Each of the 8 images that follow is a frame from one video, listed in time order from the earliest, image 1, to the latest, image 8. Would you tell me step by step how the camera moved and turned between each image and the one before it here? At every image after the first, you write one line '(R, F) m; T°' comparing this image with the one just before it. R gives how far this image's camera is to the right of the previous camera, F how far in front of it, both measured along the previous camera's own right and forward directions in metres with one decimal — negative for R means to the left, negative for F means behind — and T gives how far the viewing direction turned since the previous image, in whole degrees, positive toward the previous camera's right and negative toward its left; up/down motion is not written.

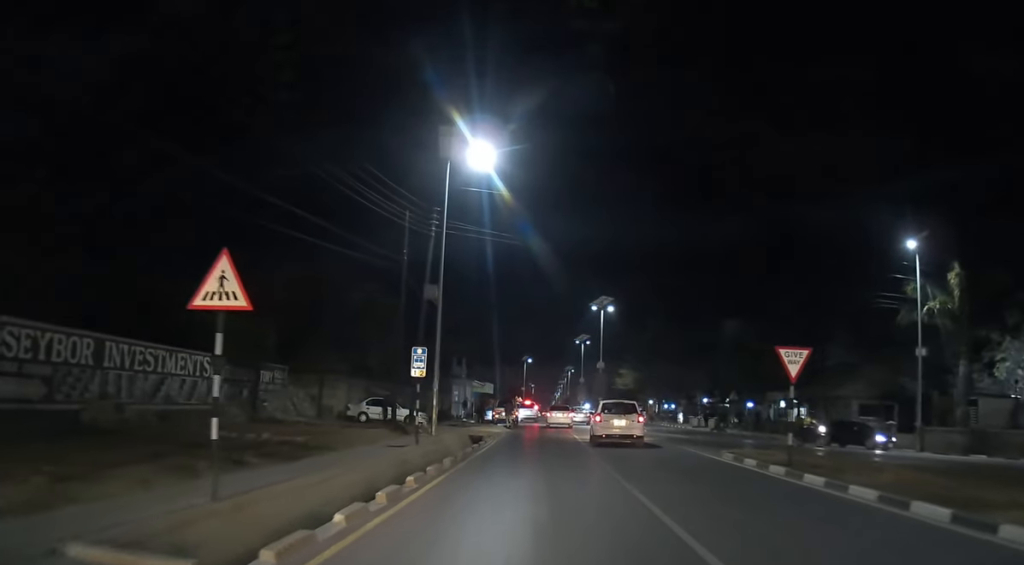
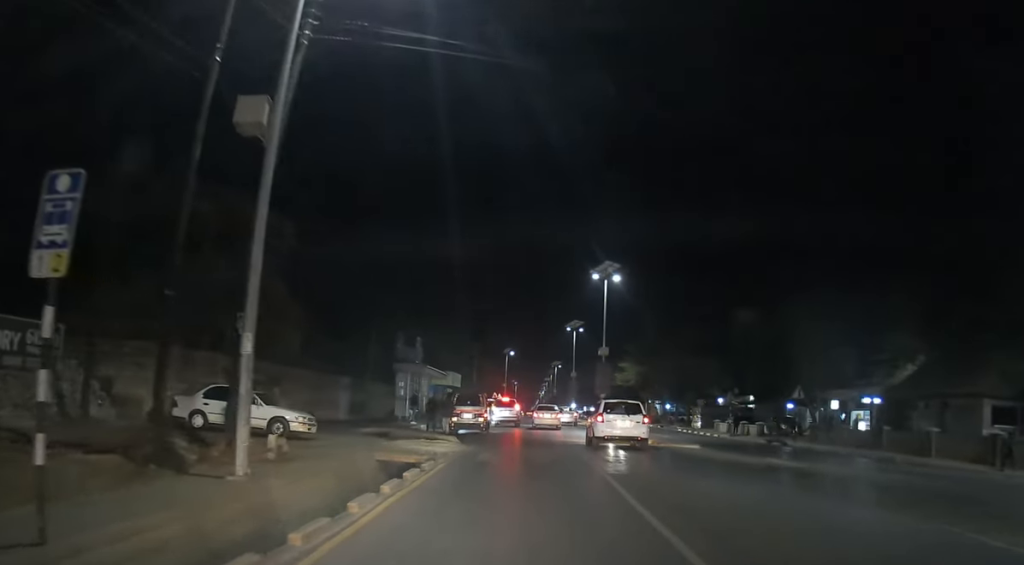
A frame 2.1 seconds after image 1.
(+0.5, +17.4) m; +1°
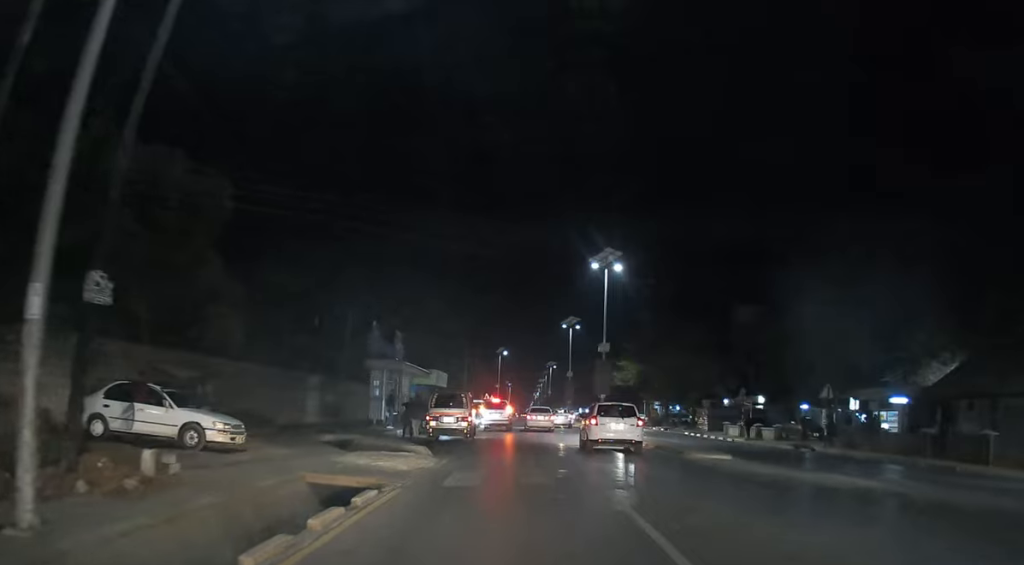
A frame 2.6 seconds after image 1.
(-0.1, +4.8) m; 0°
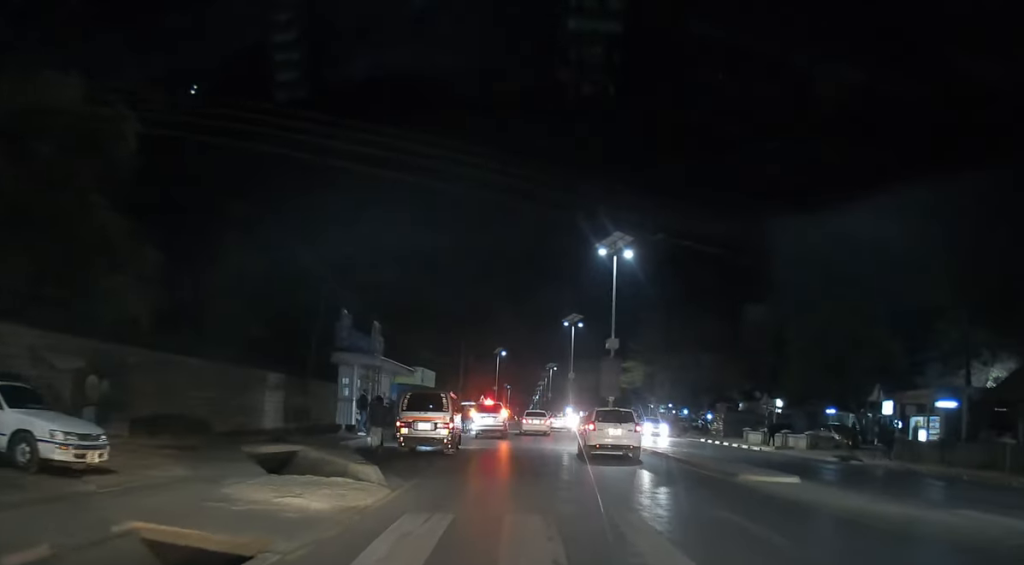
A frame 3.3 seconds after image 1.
(0.0, +5.5) m; +2°
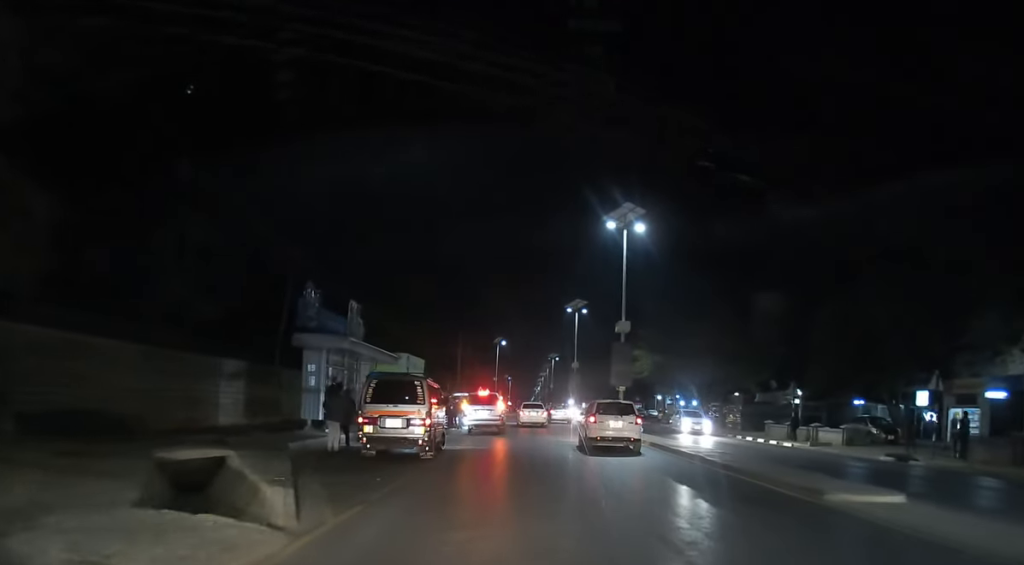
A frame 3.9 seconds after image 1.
(+0.1, +4.7) m; +1°
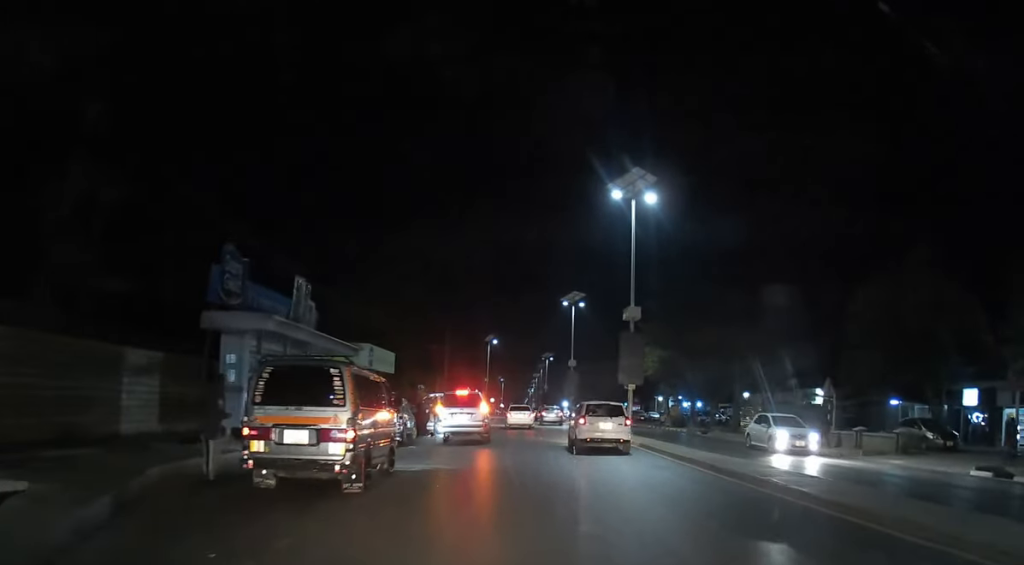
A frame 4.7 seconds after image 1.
(+0.2, +6.4) m; +1°
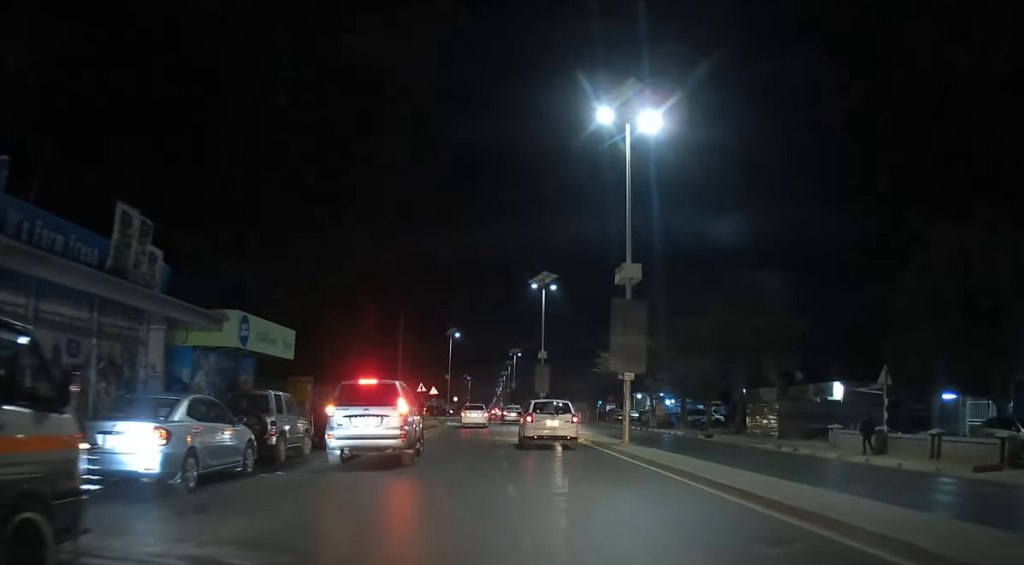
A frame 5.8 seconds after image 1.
(-0.2, +9.7) m; -1°
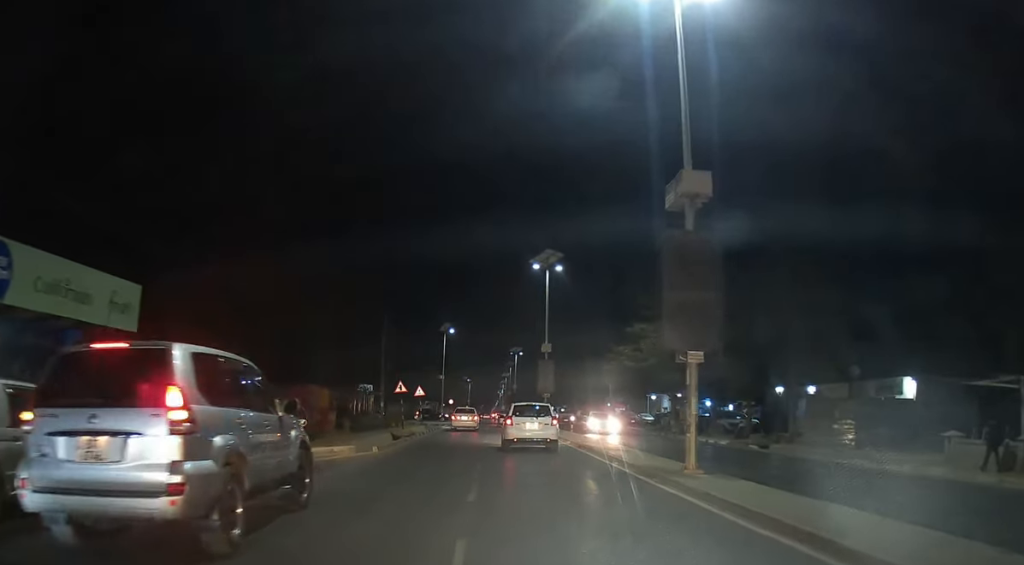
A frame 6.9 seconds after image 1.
(0.0, +9.6) m; 0°
